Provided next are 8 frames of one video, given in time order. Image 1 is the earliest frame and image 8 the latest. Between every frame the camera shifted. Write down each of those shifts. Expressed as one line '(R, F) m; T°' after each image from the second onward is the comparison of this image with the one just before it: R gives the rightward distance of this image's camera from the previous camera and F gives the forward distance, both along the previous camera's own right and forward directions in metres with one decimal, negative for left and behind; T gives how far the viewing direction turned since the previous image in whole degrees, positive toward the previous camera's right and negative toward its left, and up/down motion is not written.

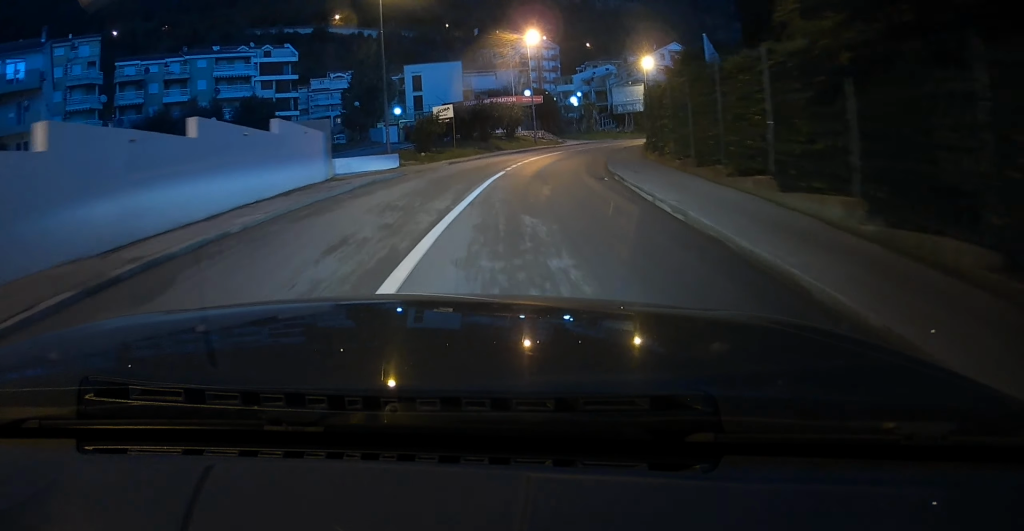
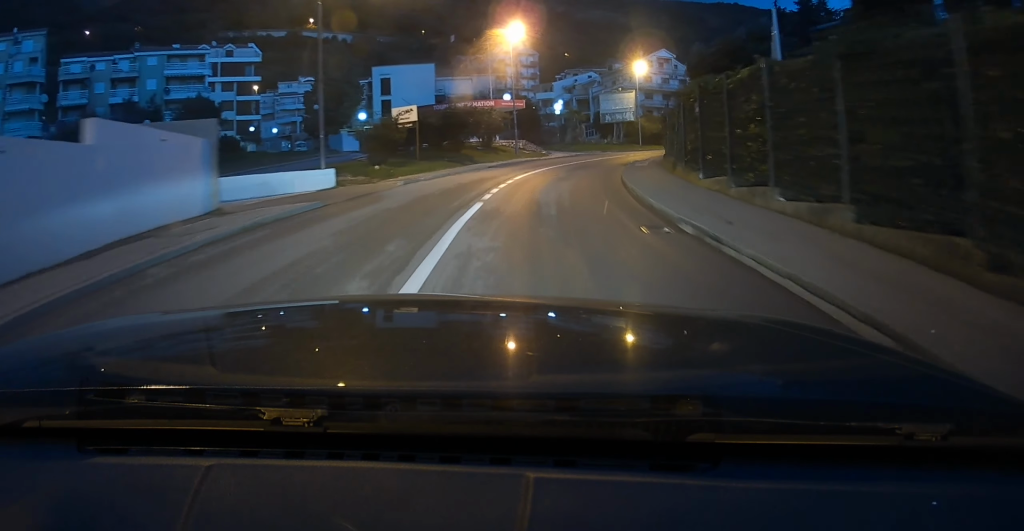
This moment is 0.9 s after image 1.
(+0.3, +7.6) m; +6°
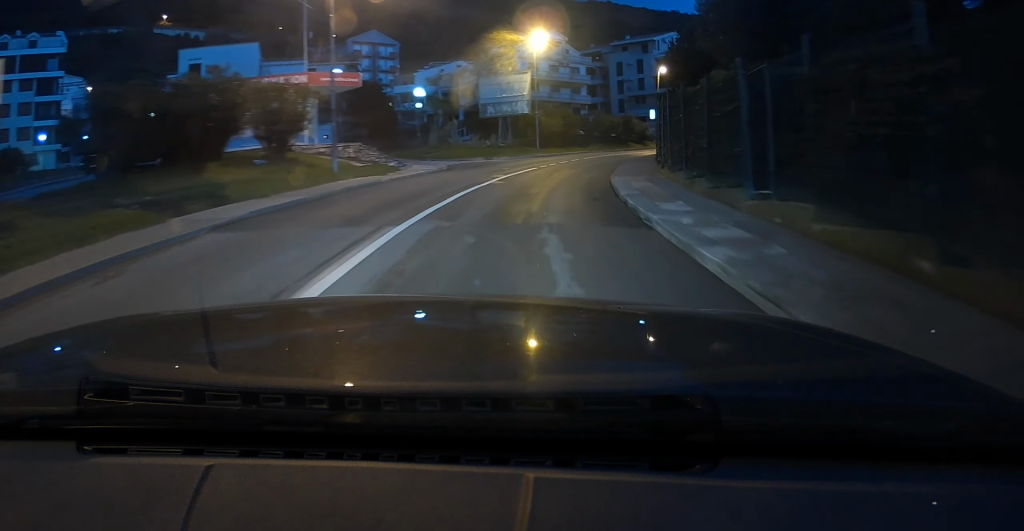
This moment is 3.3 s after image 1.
(+2.4, +20.7) m; +11°
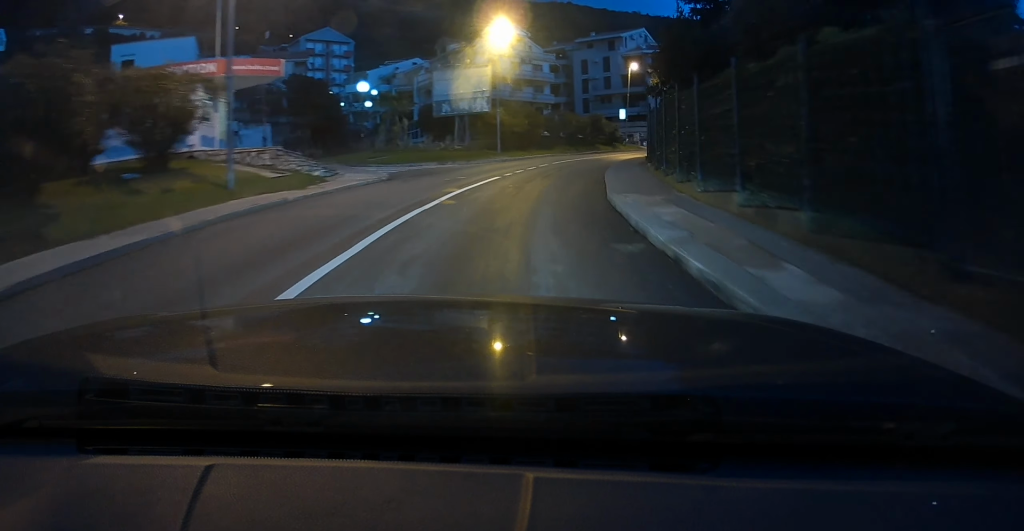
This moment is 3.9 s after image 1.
(+0.1, +5.6) m; +2°
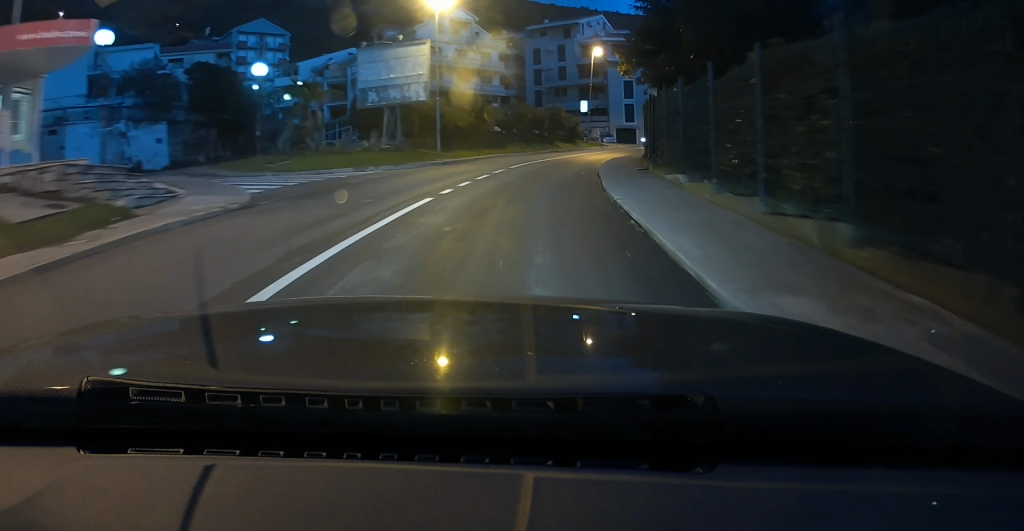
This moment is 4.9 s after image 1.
(+0.2, +8.9) m; +4°
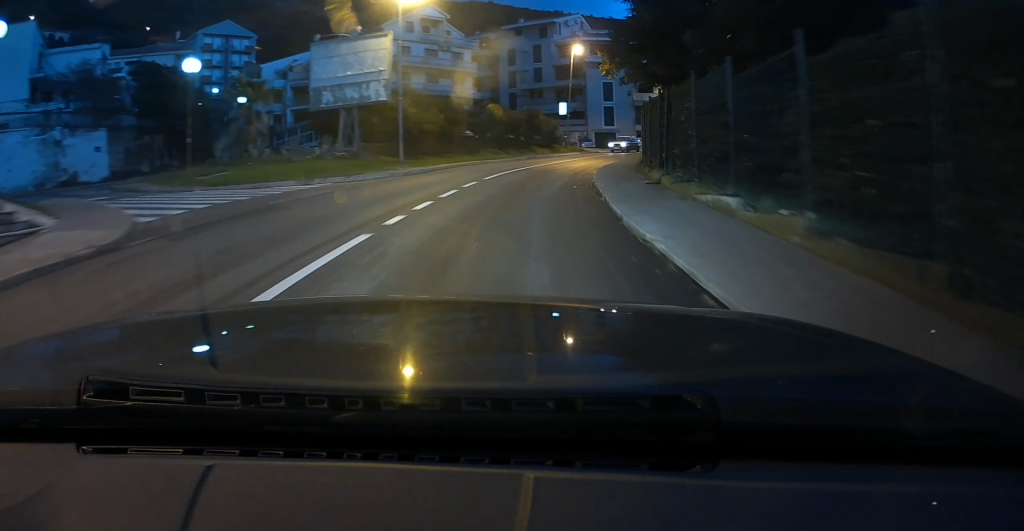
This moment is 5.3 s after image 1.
(0.0, +4.2) m; +2°
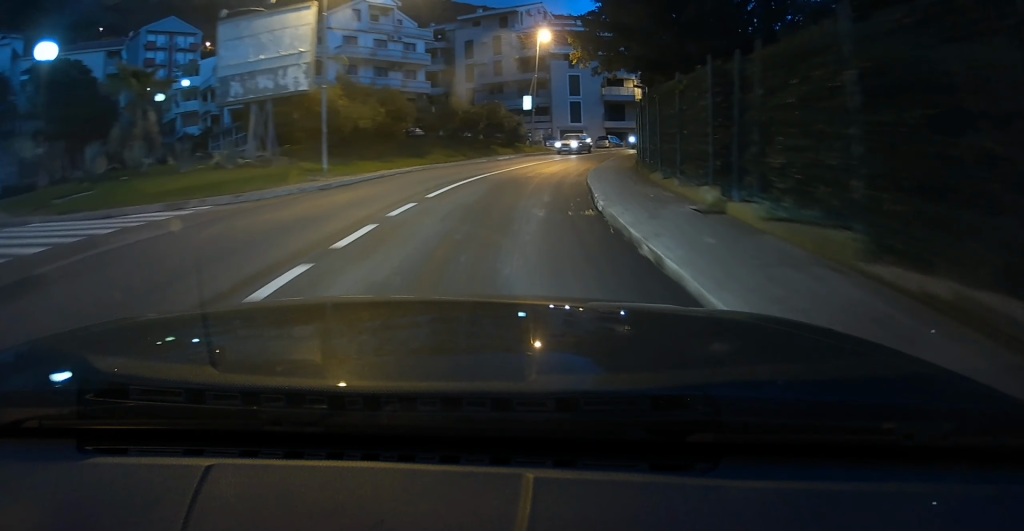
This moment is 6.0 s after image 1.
(+0.3, +6.5) m; +4°
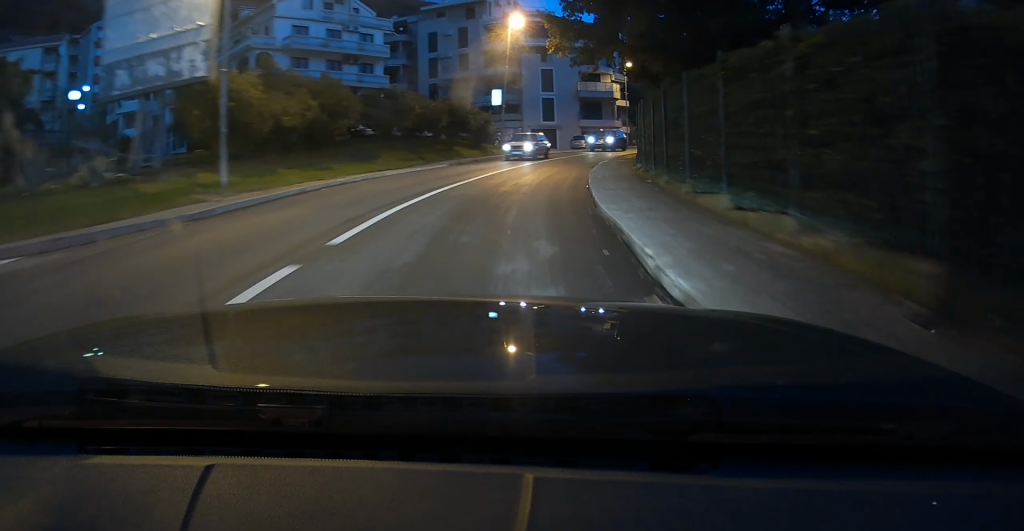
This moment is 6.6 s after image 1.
(+0.1, +5.9) m; +3°
